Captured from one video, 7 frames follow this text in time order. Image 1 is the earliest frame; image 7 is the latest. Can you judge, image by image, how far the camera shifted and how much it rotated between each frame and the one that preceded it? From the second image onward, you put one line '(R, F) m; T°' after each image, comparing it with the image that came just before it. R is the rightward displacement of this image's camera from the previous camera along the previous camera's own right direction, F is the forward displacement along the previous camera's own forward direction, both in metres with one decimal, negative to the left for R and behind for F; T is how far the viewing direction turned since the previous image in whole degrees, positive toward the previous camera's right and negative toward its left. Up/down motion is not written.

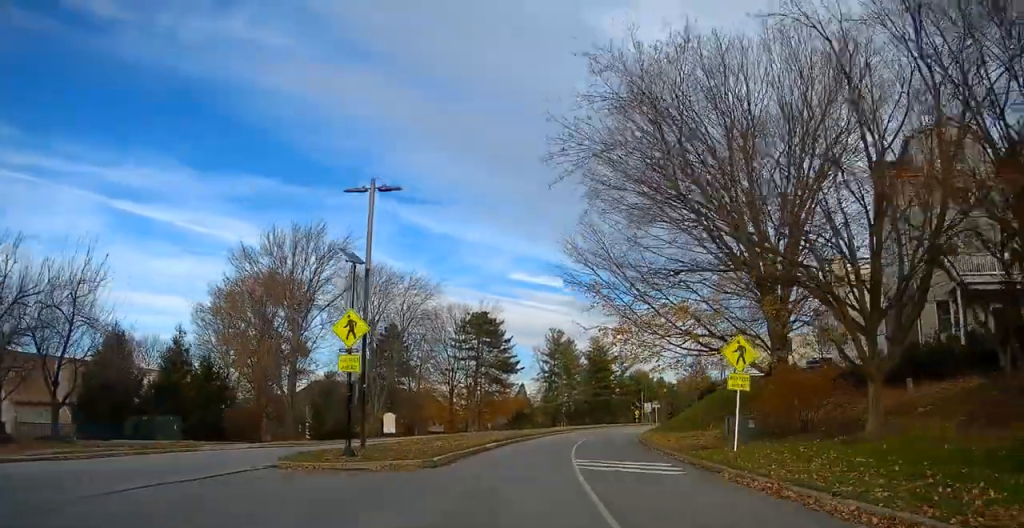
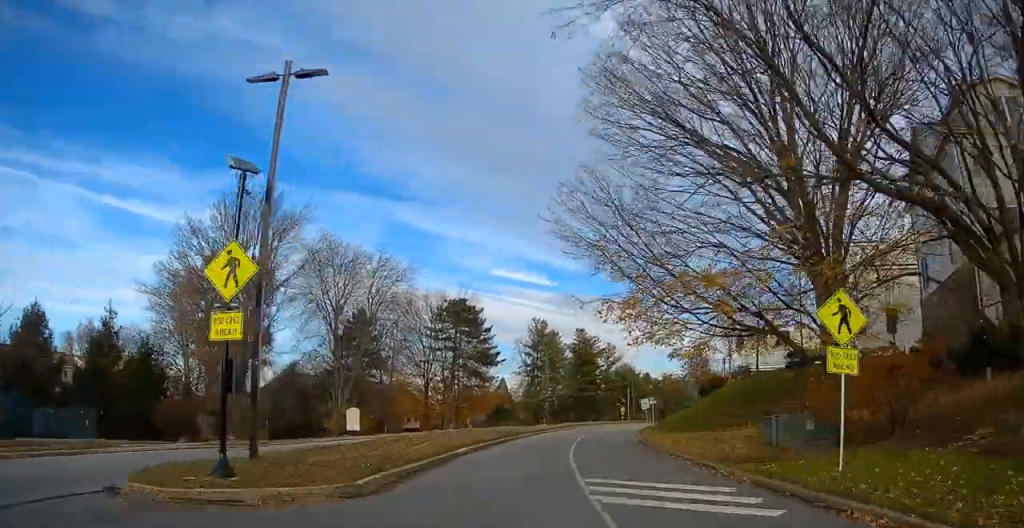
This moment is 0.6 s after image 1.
(0.0, +6.7) m; -4°
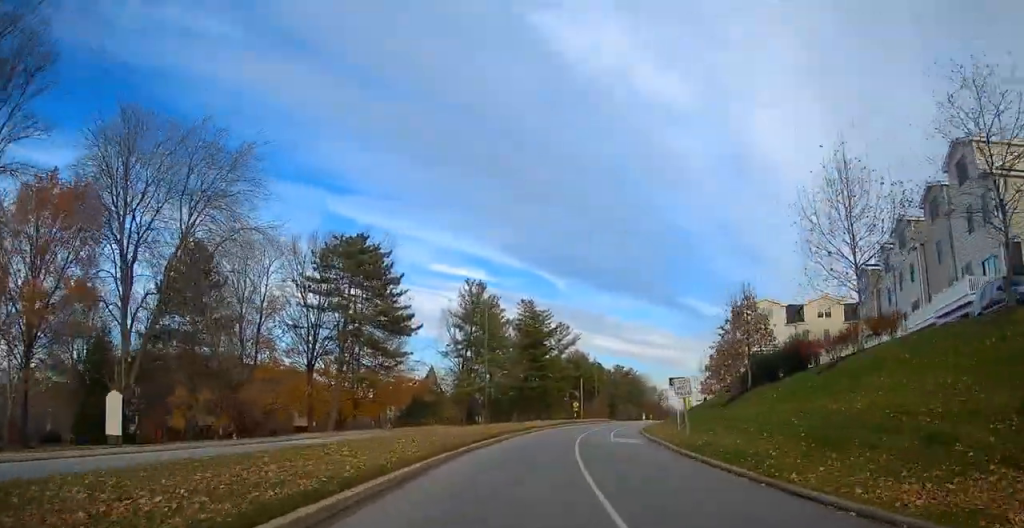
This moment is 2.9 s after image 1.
(+2.7, +23.3) m; +21°
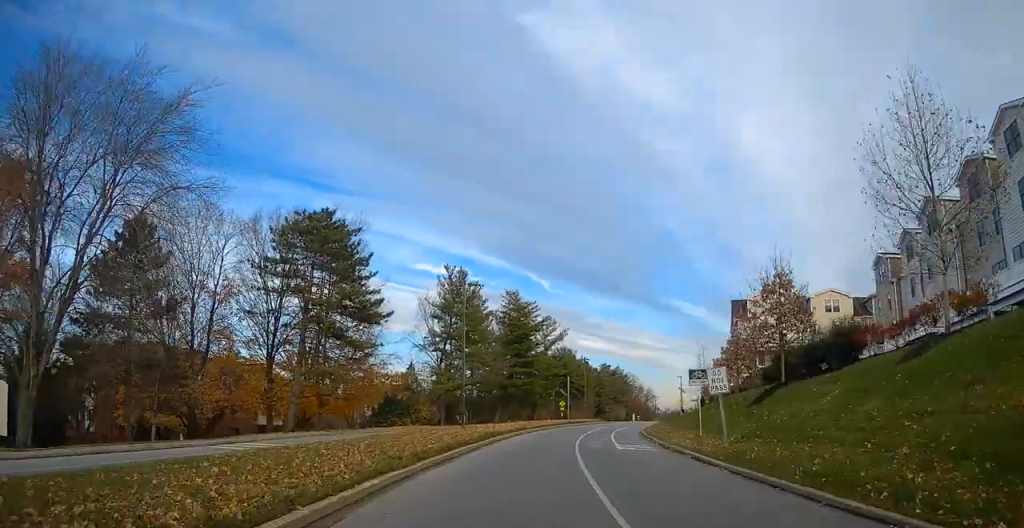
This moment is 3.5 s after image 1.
(+0.4, +6.7) m; +2°
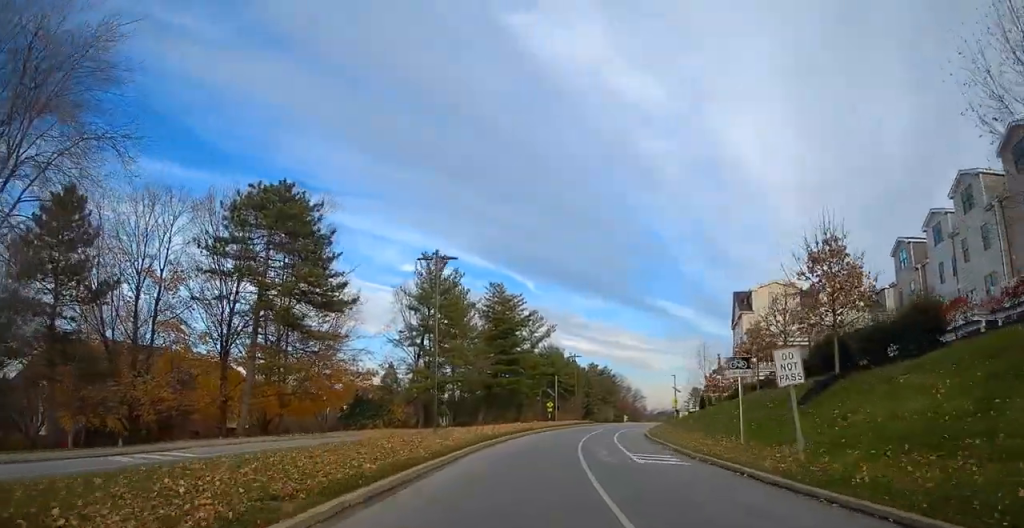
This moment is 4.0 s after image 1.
(-0.7, +6.7) m; -4°
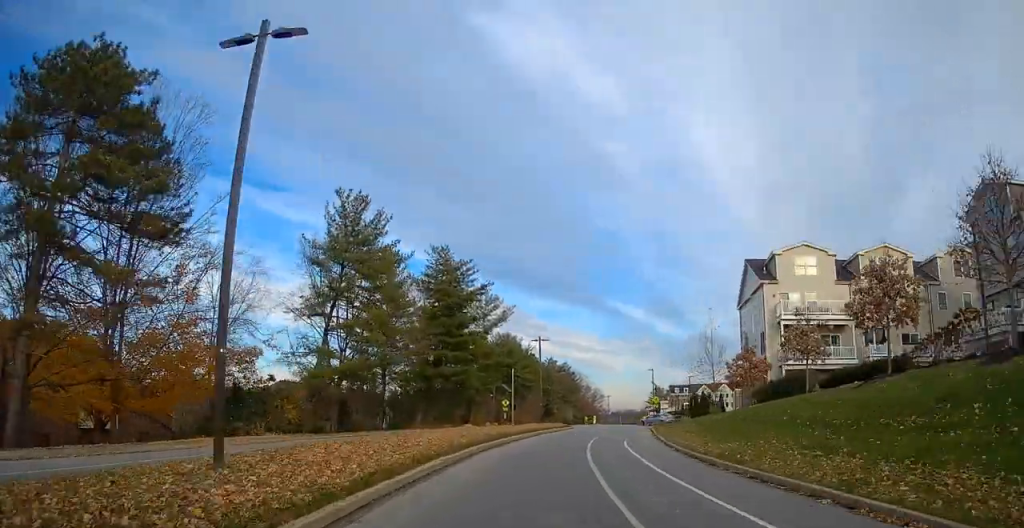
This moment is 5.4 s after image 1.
(-0.2, +18.2) m; 0°
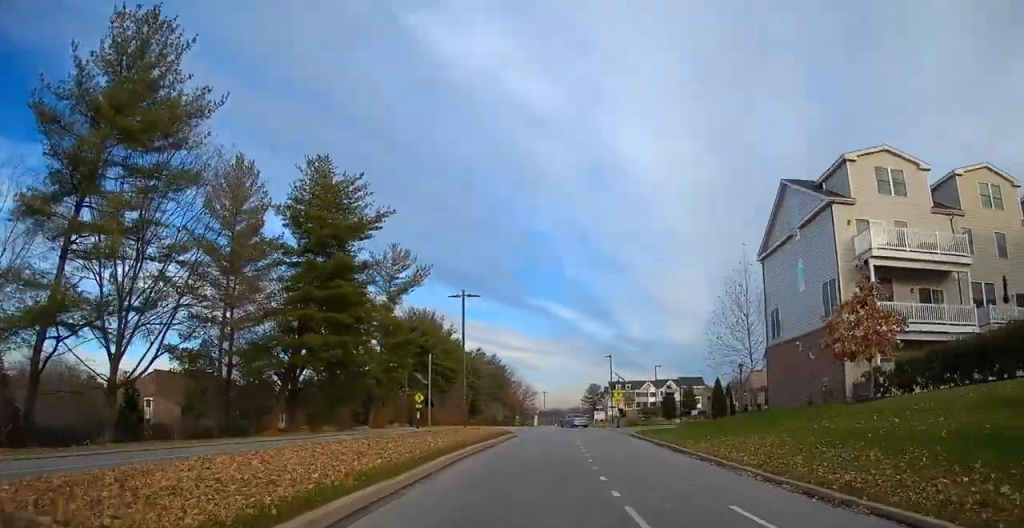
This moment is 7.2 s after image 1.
(+1.0, +22.9) m; +7°
